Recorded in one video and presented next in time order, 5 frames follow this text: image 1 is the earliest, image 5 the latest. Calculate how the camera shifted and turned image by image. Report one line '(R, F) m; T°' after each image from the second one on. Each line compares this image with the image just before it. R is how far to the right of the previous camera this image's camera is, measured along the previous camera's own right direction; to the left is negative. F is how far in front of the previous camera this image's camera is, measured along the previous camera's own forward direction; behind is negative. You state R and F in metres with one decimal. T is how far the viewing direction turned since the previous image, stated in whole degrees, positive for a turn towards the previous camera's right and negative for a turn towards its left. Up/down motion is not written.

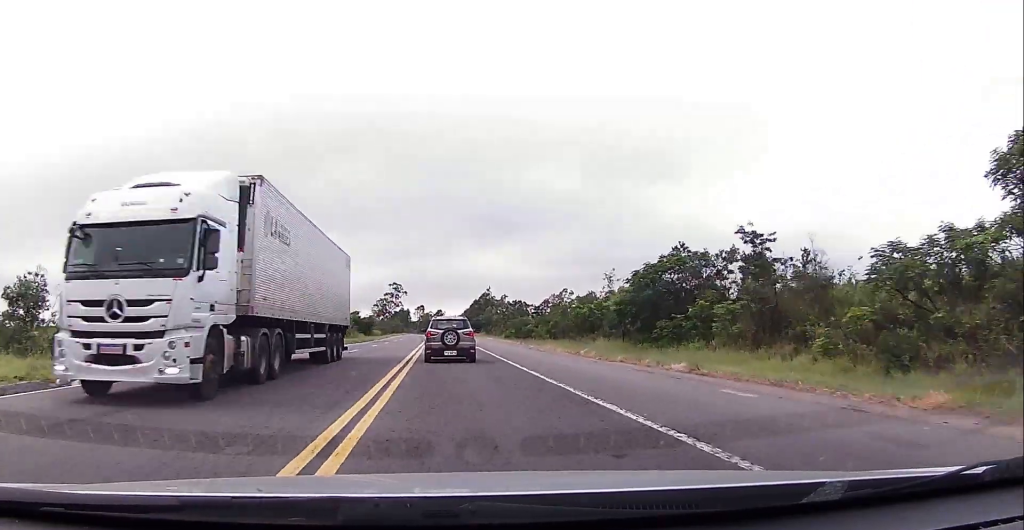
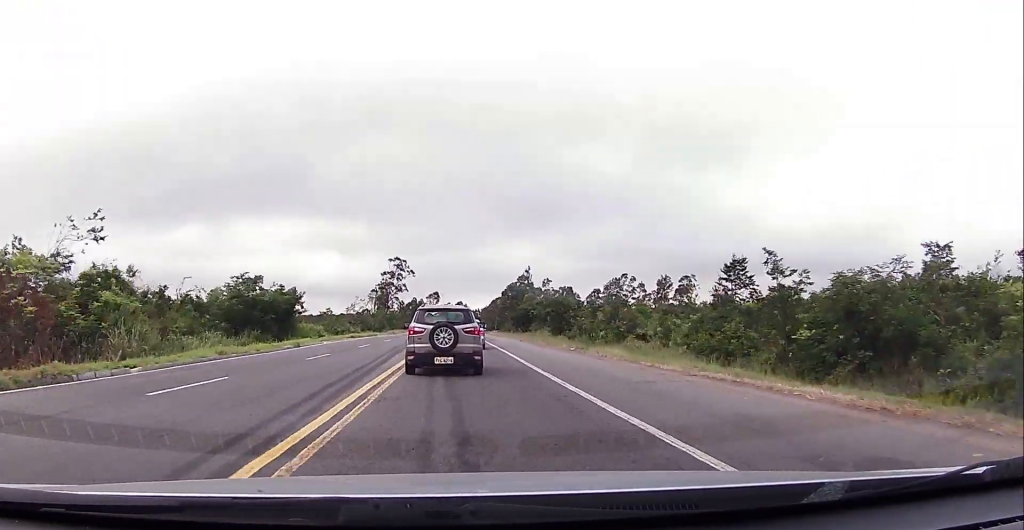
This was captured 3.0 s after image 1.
(+0.3, +73.6) m; -1°
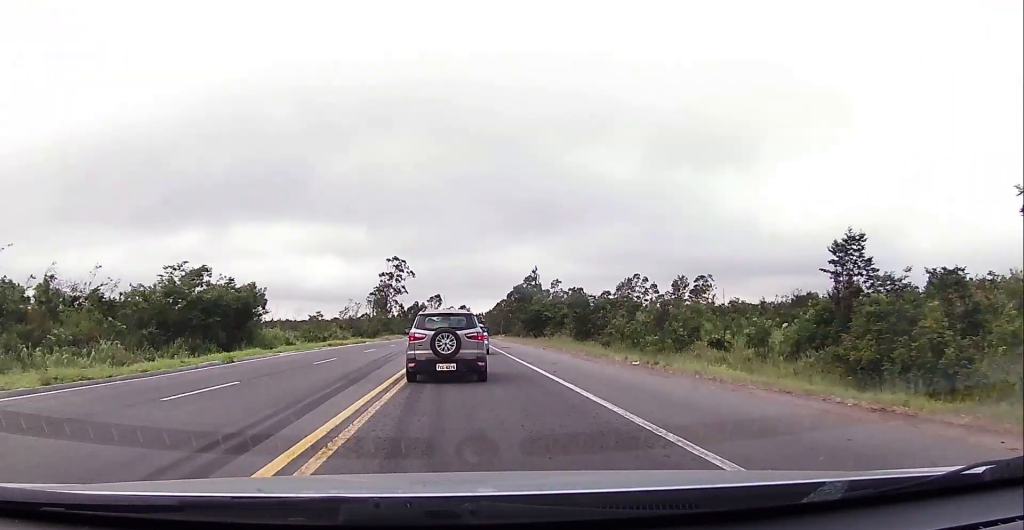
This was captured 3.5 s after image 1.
(-0.4, +12.7) m; -1°
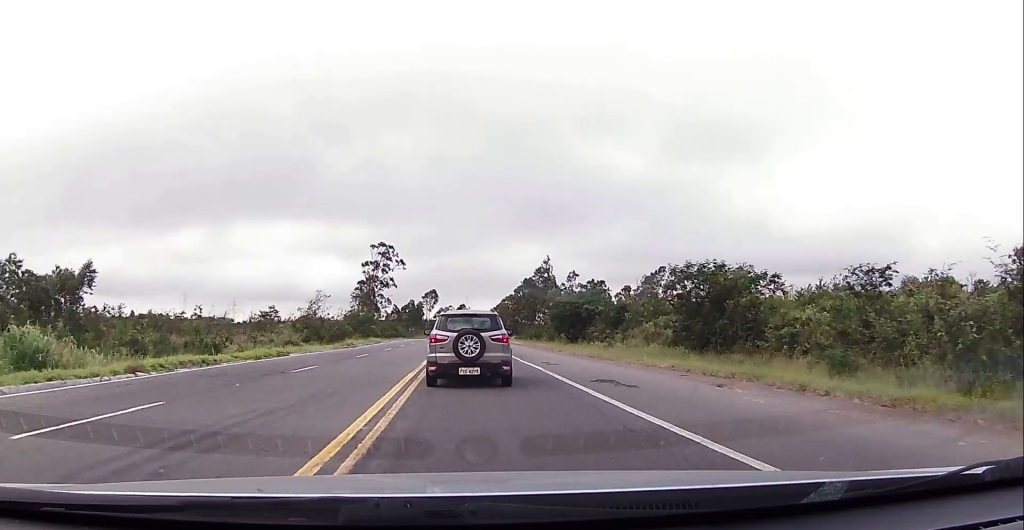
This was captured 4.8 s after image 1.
(+0.3, +29.7) m; +2°
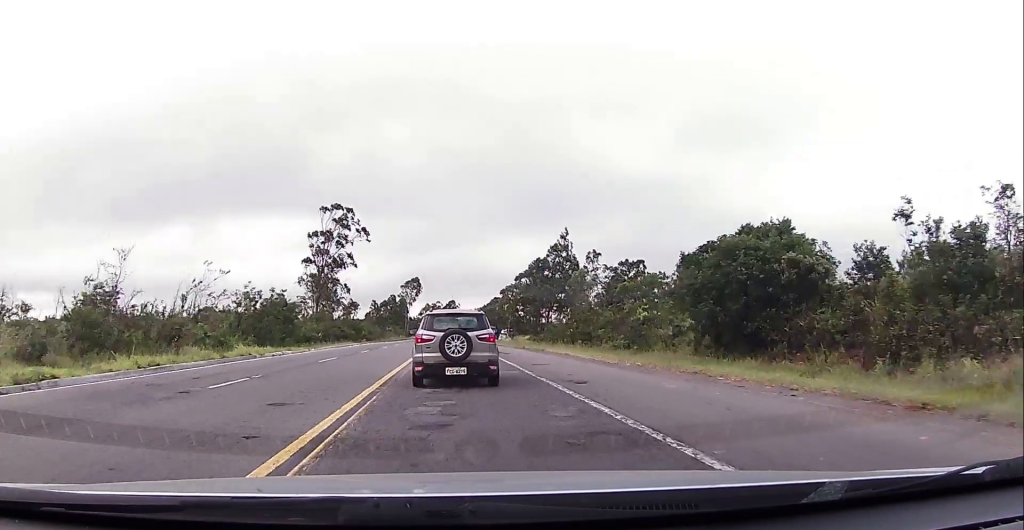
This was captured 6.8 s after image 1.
(+0.6, +40.3) m; 0°
